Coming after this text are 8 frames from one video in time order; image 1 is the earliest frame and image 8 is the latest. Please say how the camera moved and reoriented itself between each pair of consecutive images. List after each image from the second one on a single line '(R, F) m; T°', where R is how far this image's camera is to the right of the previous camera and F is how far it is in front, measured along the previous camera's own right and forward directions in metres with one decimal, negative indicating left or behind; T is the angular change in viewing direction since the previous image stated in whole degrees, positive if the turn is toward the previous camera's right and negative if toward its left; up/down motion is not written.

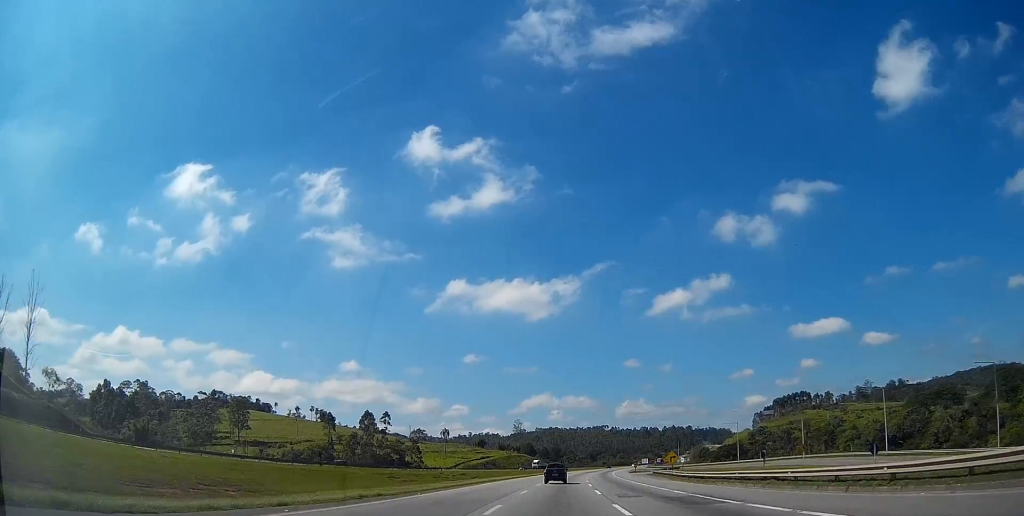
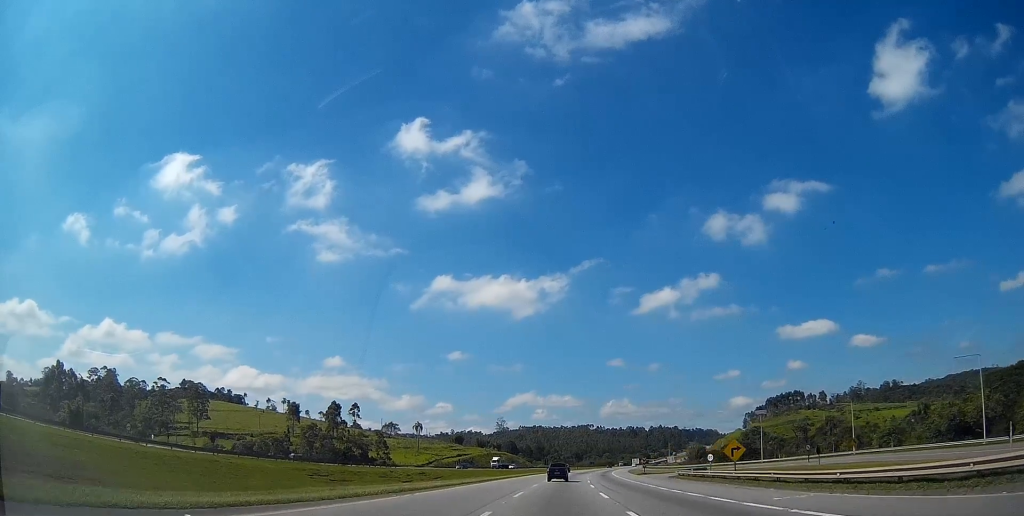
(+0.1, +27.6) m; +1°
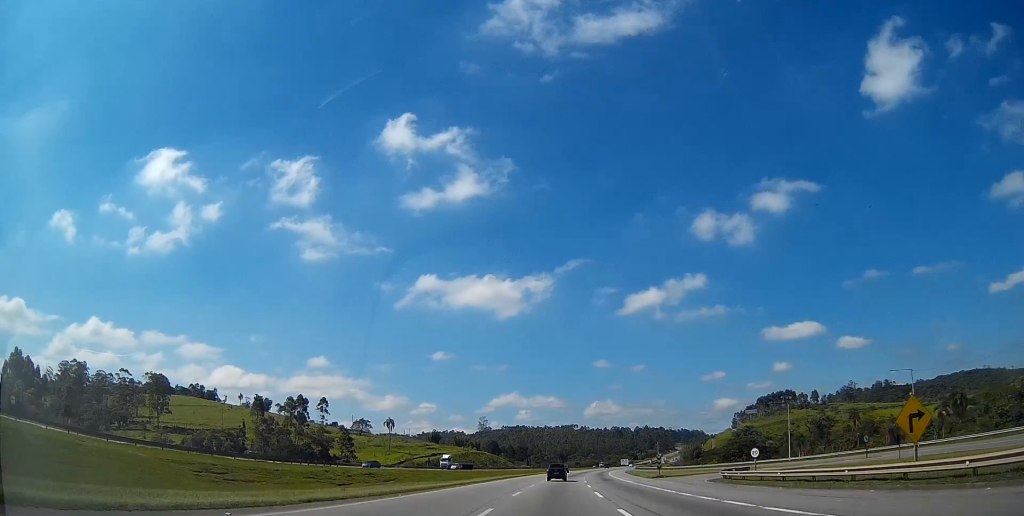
(+0.2, +21.5) m; +1°
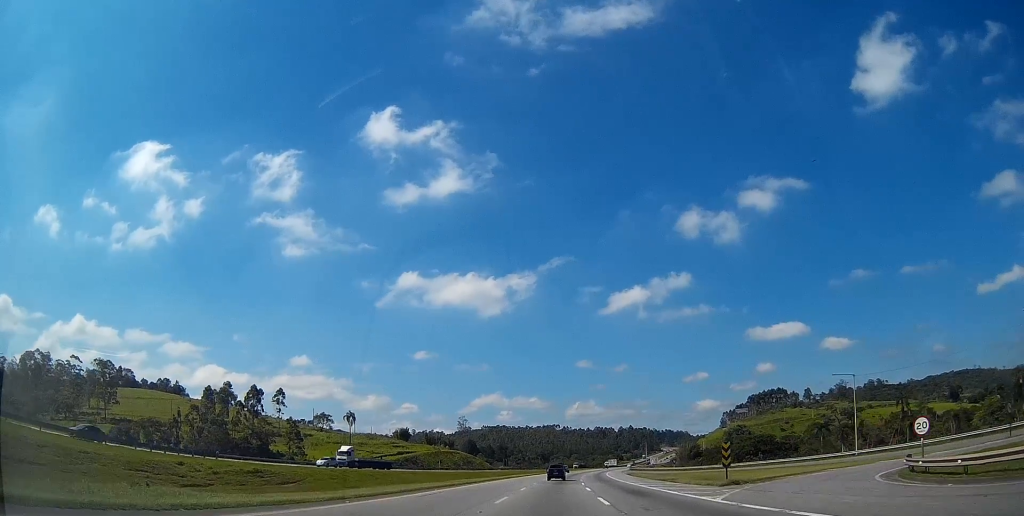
(+0.4, +28.5) m; +2°
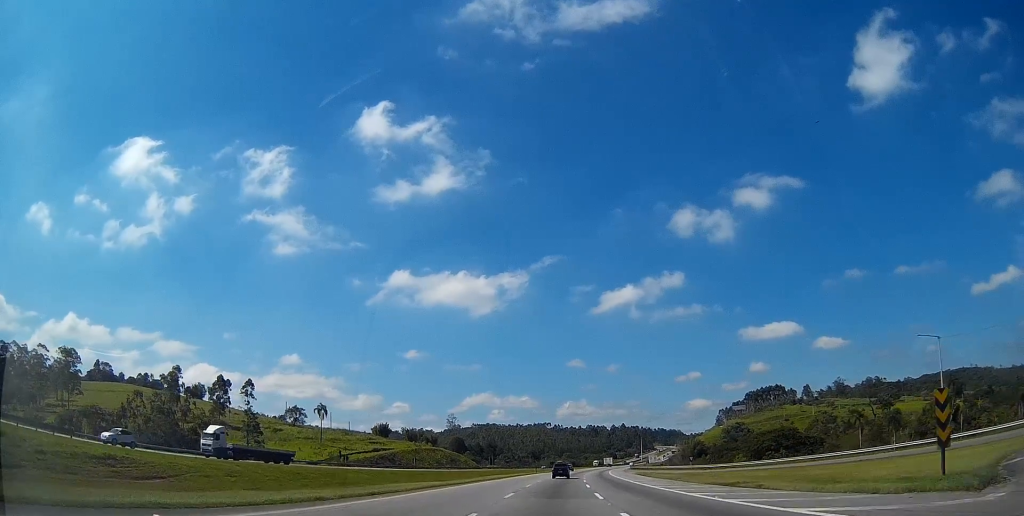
(+0.3, +20.9) m; +2°
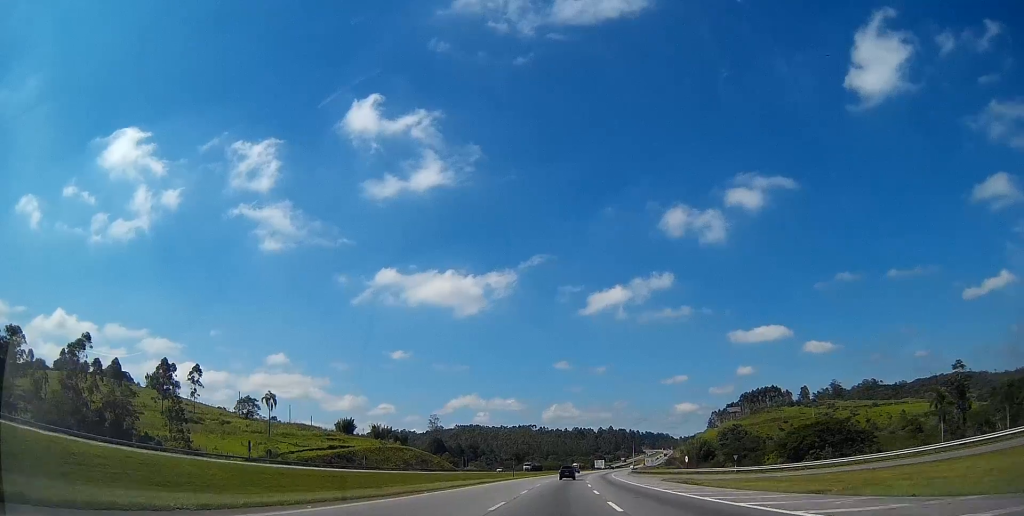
(+0.9, +30.5) m; +2°
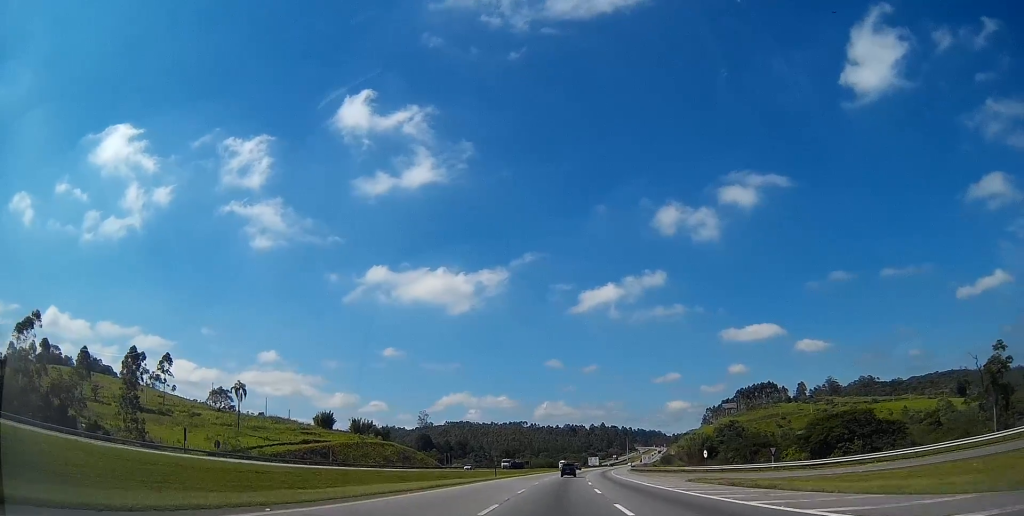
(0.0, +14.5) m; 0°
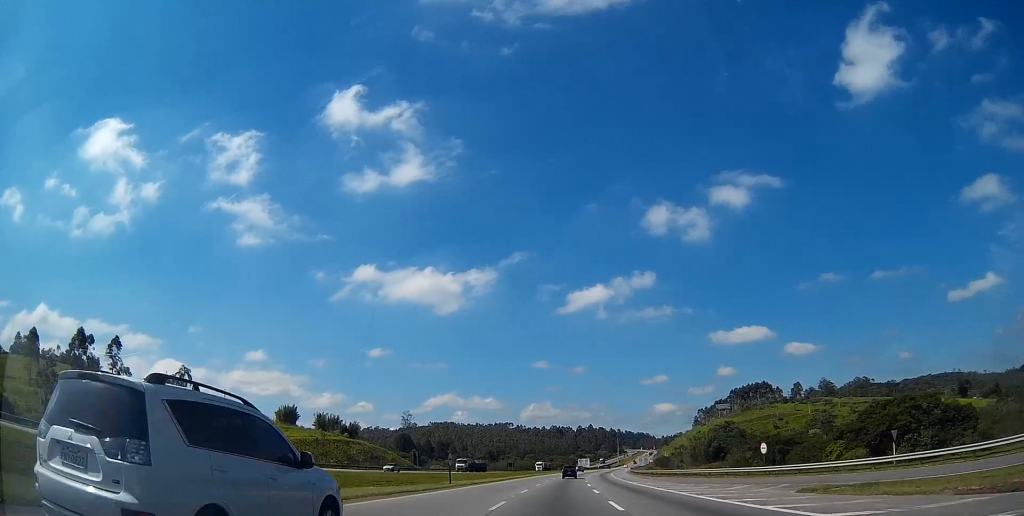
(0.0, +23.2) m; +1°
